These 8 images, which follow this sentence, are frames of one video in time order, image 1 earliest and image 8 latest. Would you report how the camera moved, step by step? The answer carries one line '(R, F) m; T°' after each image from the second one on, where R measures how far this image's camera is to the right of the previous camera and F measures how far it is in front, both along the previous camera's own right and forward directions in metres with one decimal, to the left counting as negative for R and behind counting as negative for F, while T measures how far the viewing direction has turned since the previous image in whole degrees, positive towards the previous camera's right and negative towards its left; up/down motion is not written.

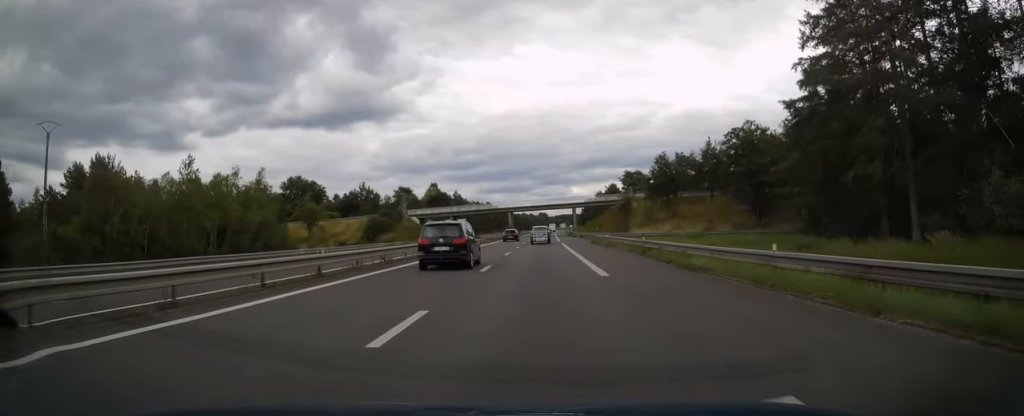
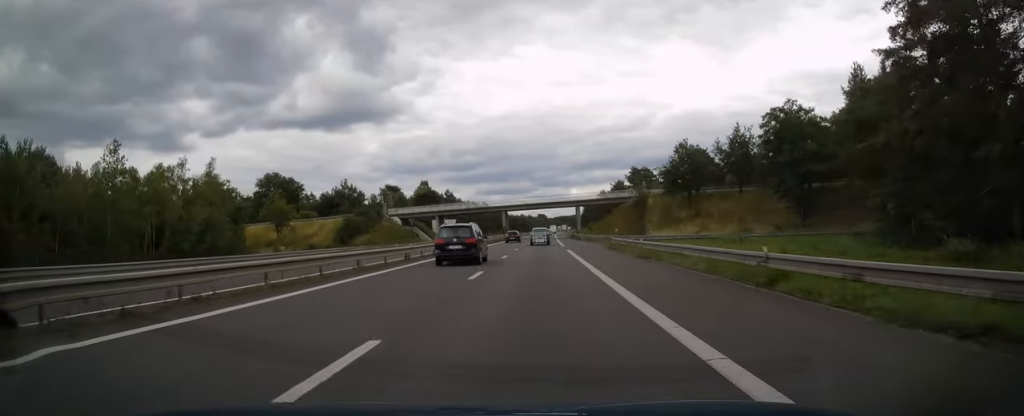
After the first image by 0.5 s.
(0.0, +15.6) m; 0°
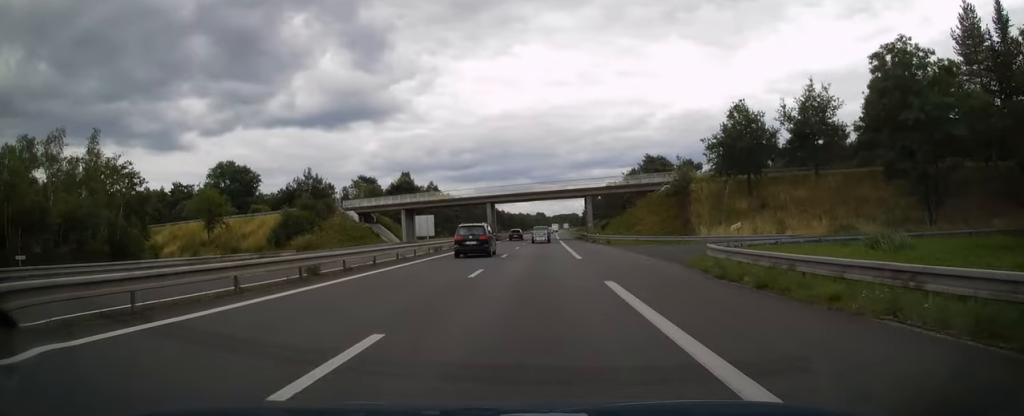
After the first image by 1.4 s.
(0.0, +25.4) m; 0°
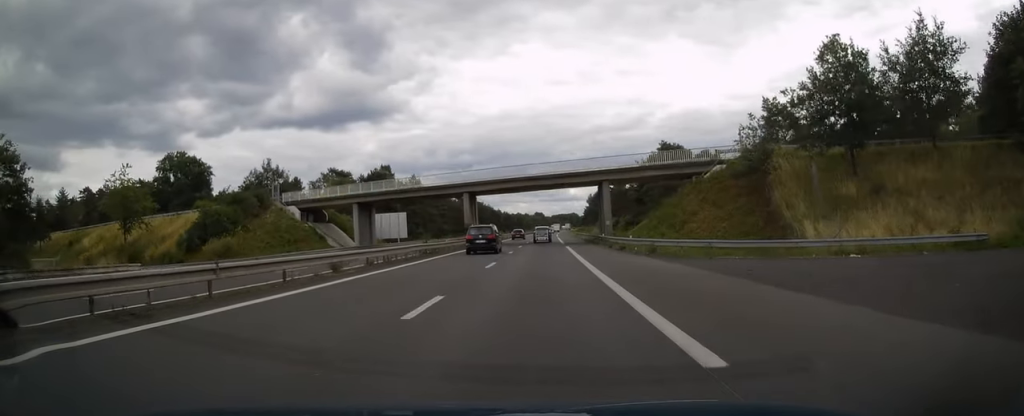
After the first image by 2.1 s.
(0.0, +21.0) m; 0°
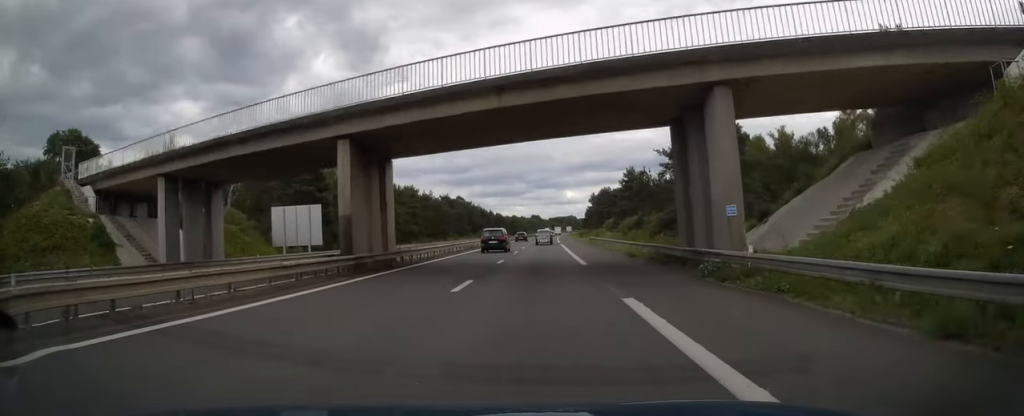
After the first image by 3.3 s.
(0.0, +33.7) m; 0°
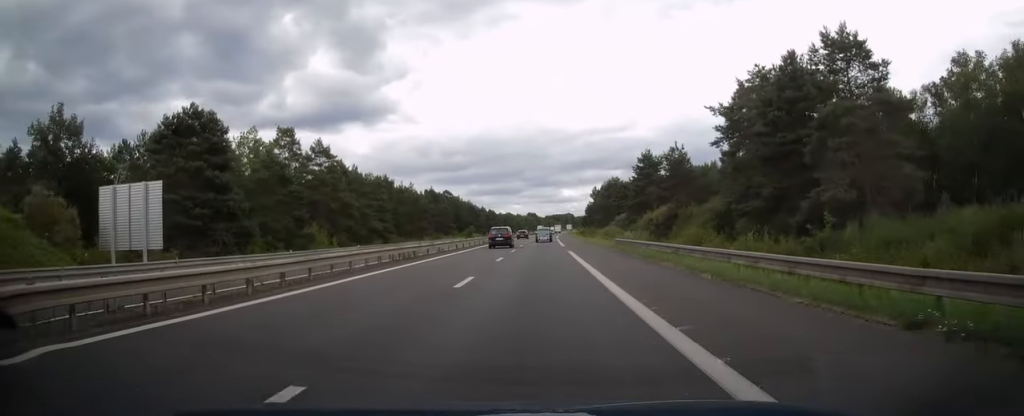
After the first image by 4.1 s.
(0.0, +24.9) m; 0°
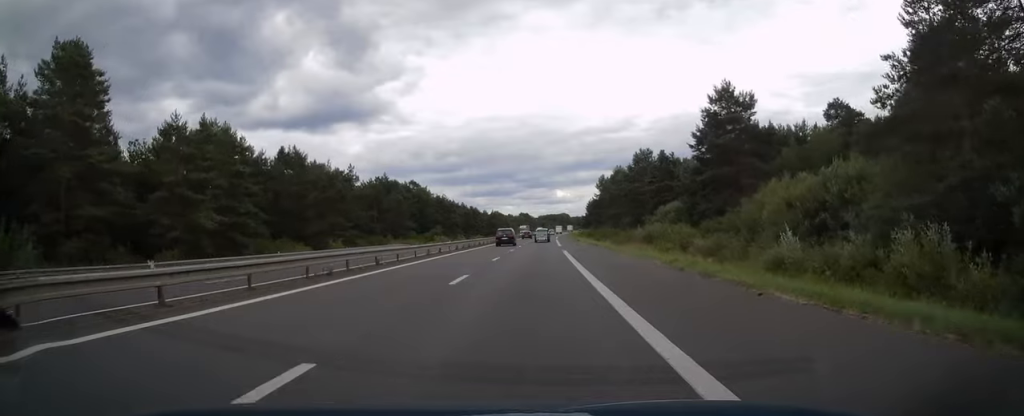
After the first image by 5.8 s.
(+0.7, +50.5) m; +1°
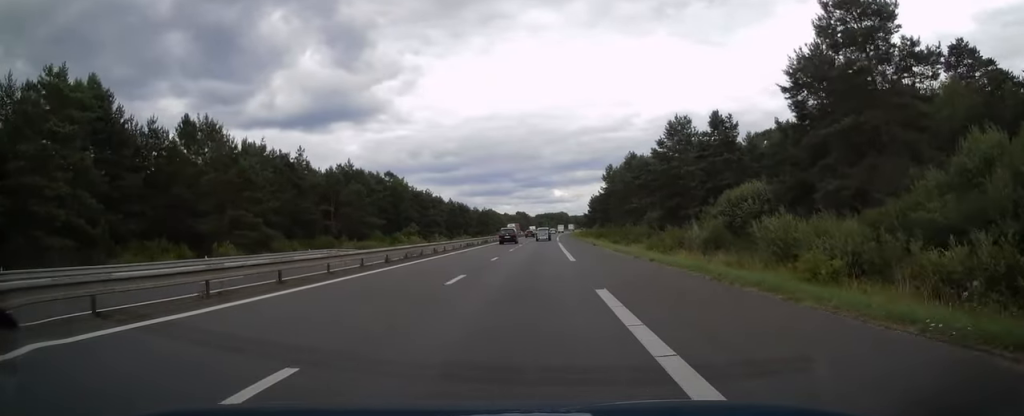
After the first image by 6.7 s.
(-0.2, +25.9) m; 0°
